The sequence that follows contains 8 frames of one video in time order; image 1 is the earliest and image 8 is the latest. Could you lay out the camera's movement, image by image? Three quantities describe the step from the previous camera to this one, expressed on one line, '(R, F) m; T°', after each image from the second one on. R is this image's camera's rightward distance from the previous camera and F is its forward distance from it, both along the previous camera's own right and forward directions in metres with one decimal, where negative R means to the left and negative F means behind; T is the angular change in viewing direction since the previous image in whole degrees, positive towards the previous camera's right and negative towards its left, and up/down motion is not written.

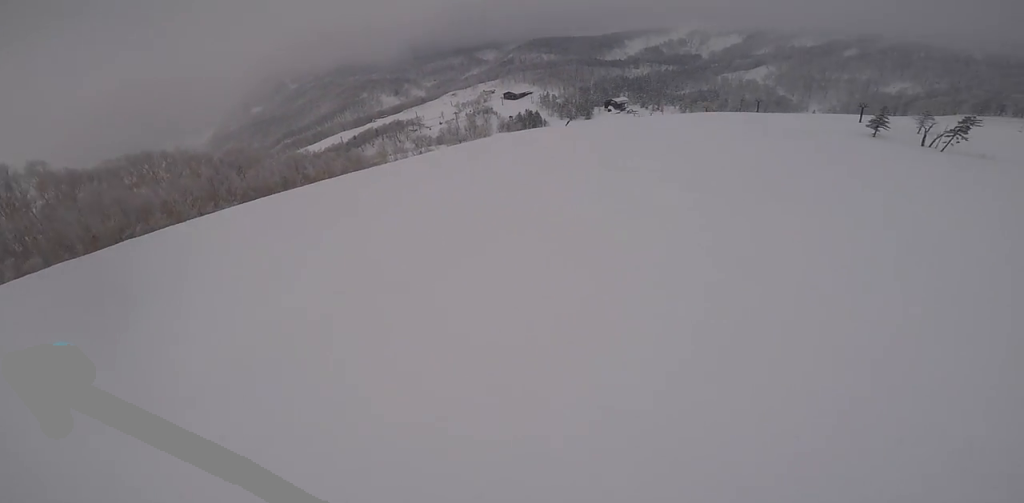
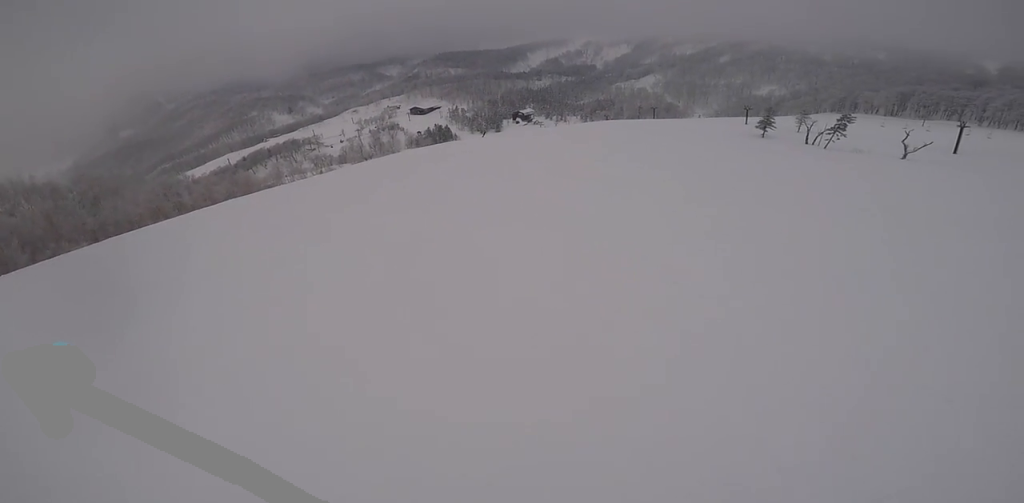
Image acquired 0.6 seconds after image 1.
(-0.3, +5.5) m; +14°
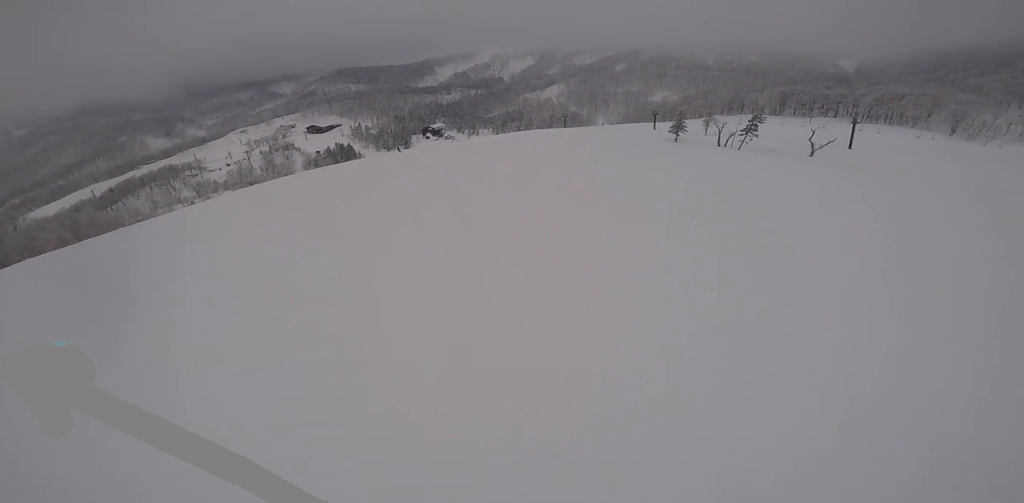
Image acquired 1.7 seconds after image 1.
(+3.1, +9.1) m; +30°
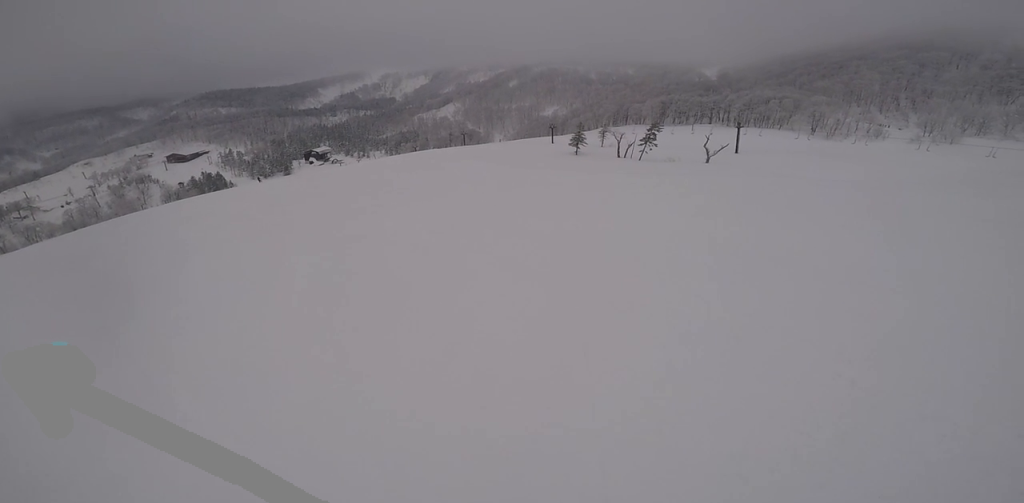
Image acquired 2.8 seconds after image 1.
(+1.4, +10.0) m; +1°
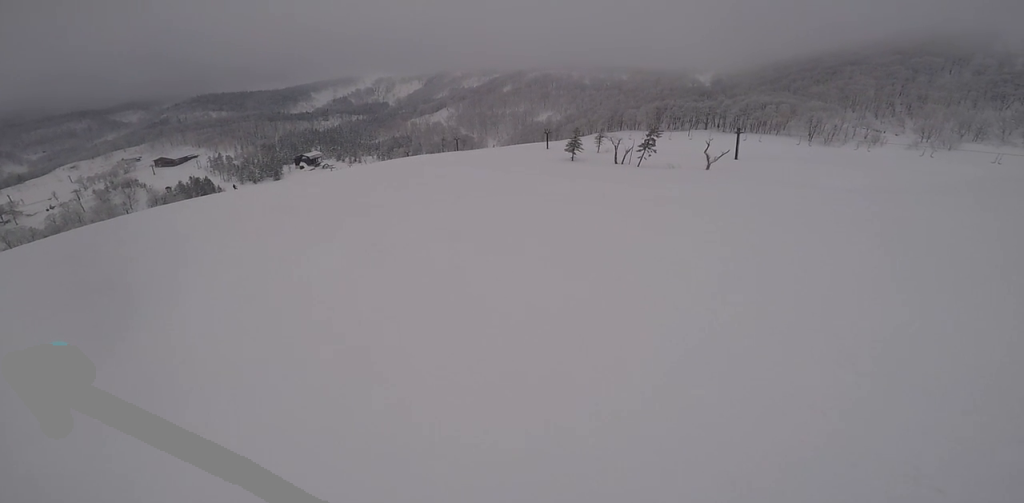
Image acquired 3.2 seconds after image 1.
(-0.6, +3.8) m; -5°
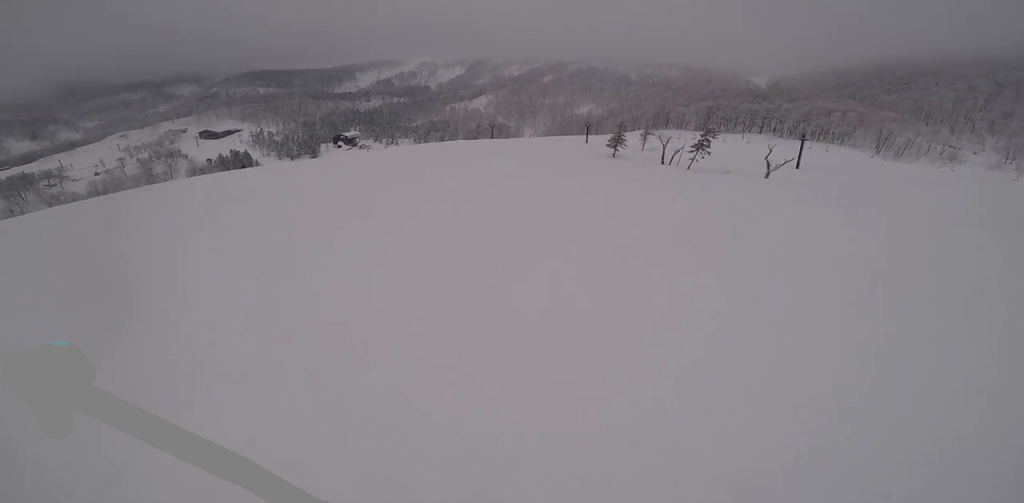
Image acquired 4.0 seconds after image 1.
(-0.6, +6.8) m; -8°
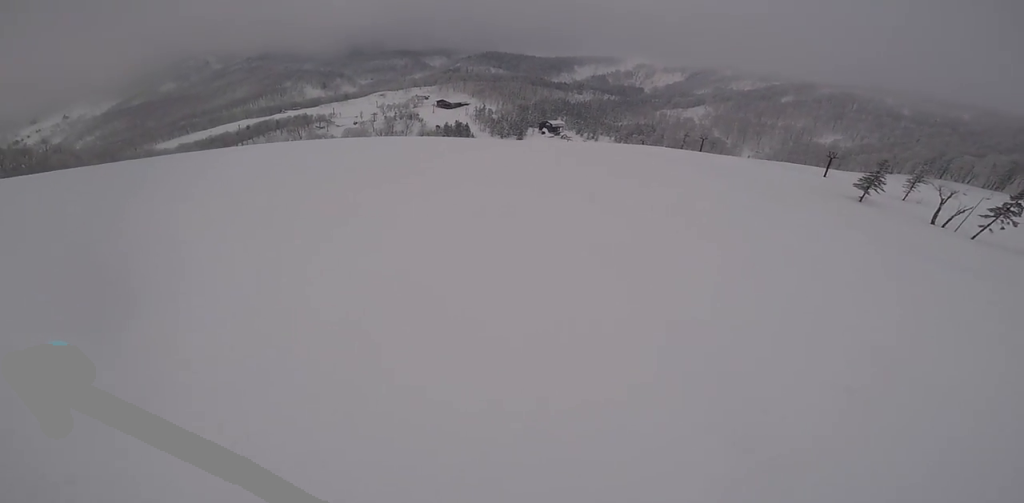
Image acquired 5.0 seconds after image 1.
(-0.4, +8.2) m; -15°
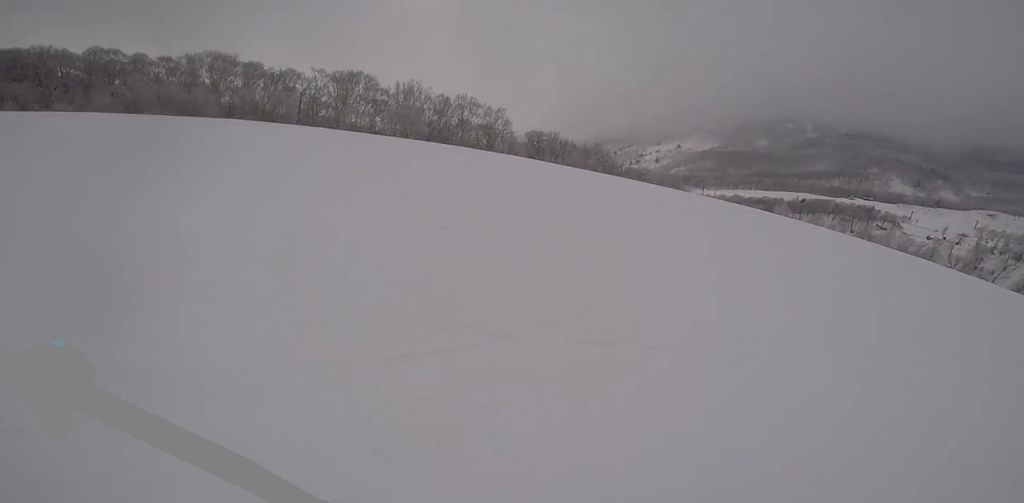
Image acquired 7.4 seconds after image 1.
(-8.8, +12.3) m; -60°
